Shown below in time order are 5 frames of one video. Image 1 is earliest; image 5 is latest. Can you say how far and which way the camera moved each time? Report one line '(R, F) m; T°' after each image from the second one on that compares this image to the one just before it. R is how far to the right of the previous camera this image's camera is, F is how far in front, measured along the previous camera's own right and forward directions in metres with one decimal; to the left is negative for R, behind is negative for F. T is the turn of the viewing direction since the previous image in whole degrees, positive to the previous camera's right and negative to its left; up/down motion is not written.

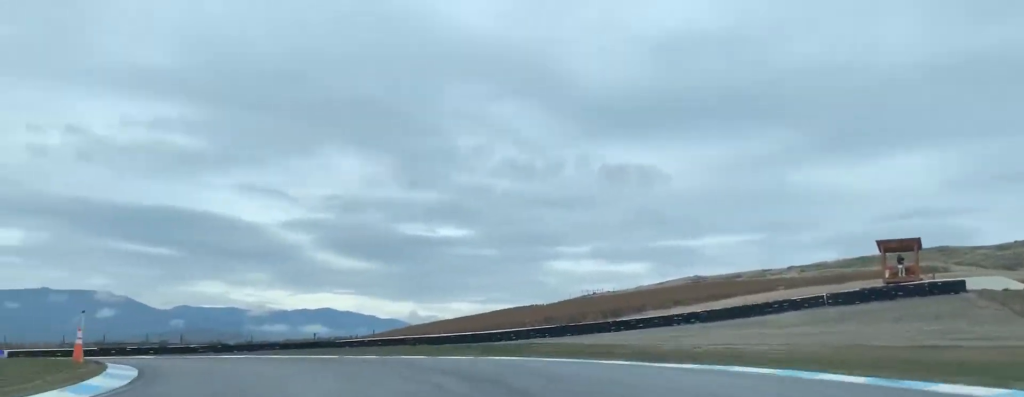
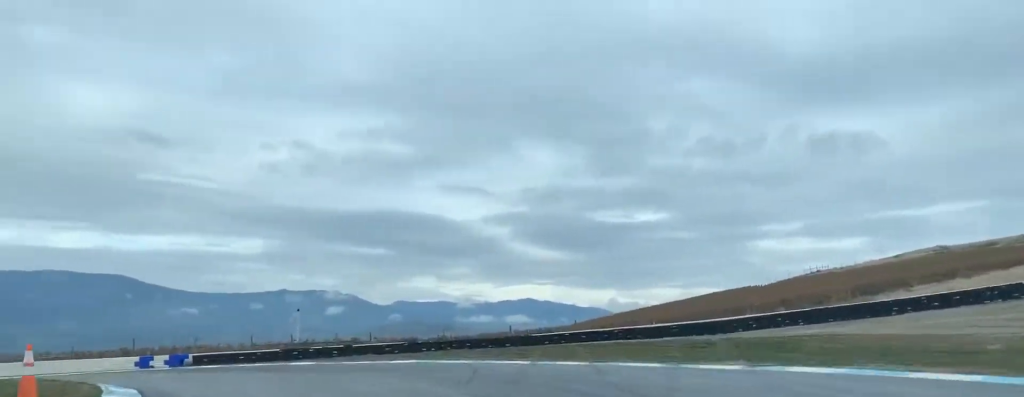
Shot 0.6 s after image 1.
(-2.8, +11.6) m; -15°
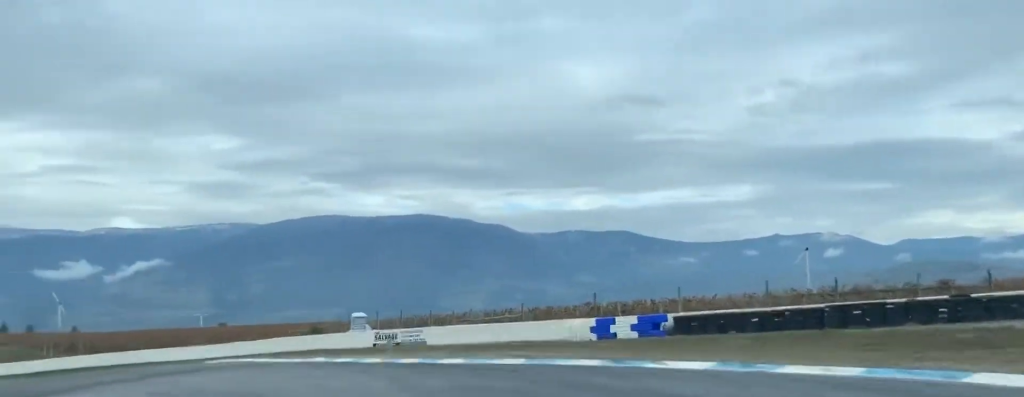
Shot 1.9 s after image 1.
(-6.6, +26.1) m; -31°
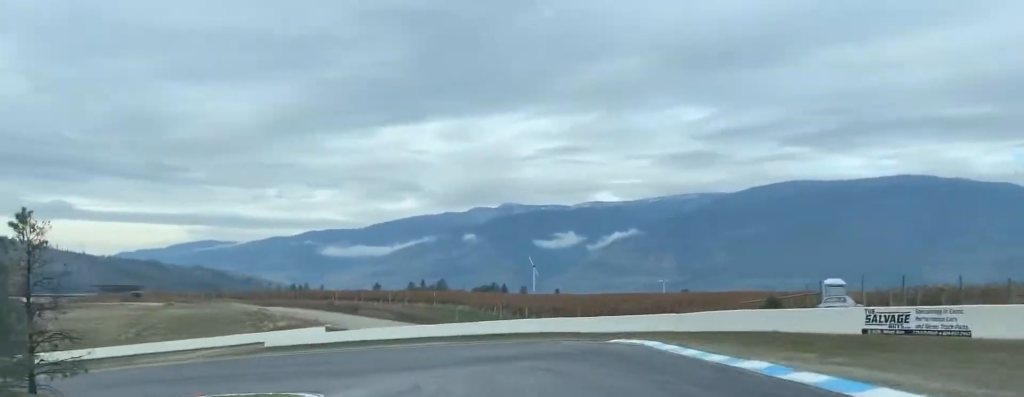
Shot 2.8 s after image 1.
(-3.3, +16.7) m; -19°
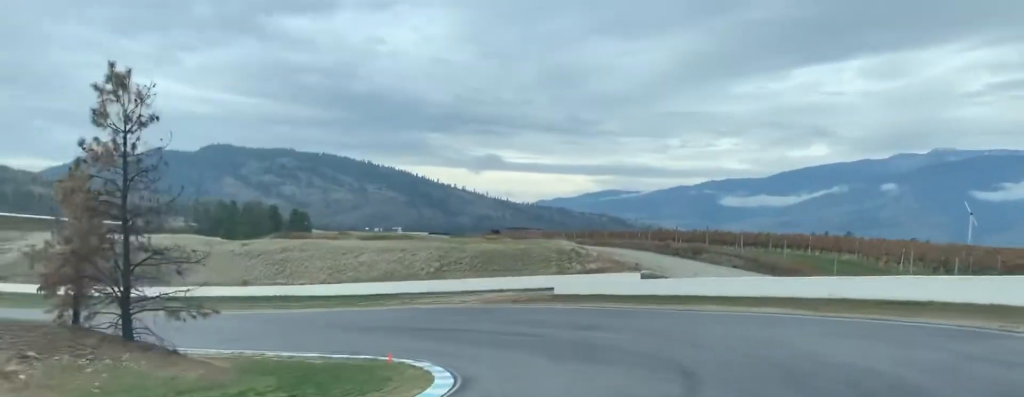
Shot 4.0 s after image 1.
(-4.8, +24.0) m; -24°
